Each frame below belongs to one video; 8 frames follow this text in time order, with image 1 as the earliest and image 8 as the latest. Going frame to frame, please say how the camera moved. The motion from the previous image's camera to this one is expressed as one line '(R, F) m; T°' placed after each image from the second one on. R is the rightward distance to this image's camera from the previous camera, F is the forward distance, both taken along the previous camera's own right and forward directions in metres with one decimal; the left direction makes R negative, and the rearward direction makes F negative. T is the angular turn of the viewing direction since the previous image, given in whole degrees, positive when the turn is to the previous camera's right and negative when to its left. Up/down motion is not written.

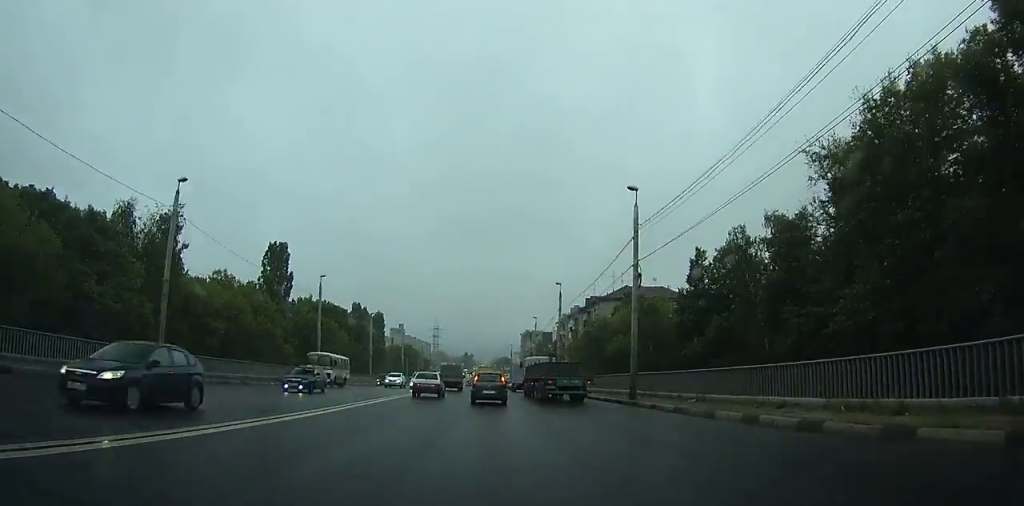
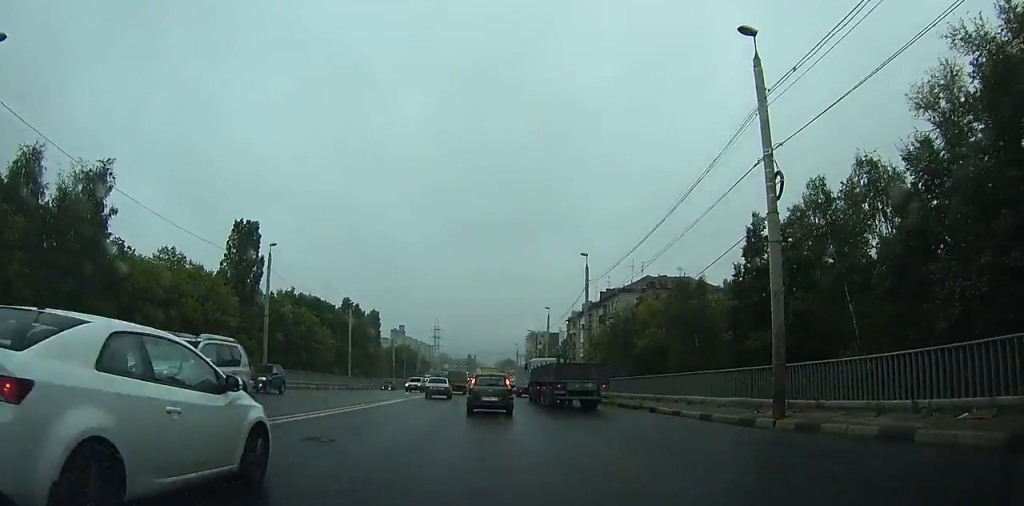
(0.0, +16.8) m; 0°
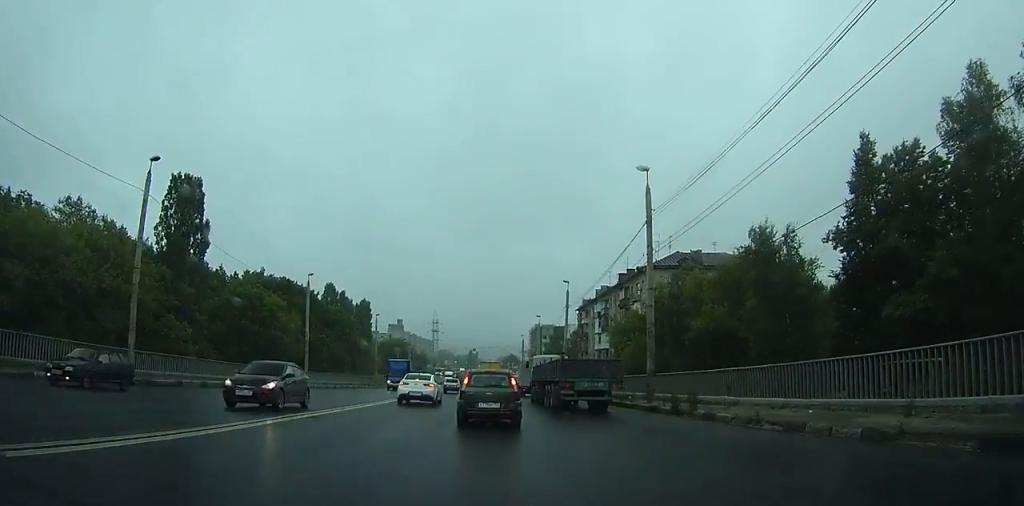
(0.0, +23.0) m; -1°
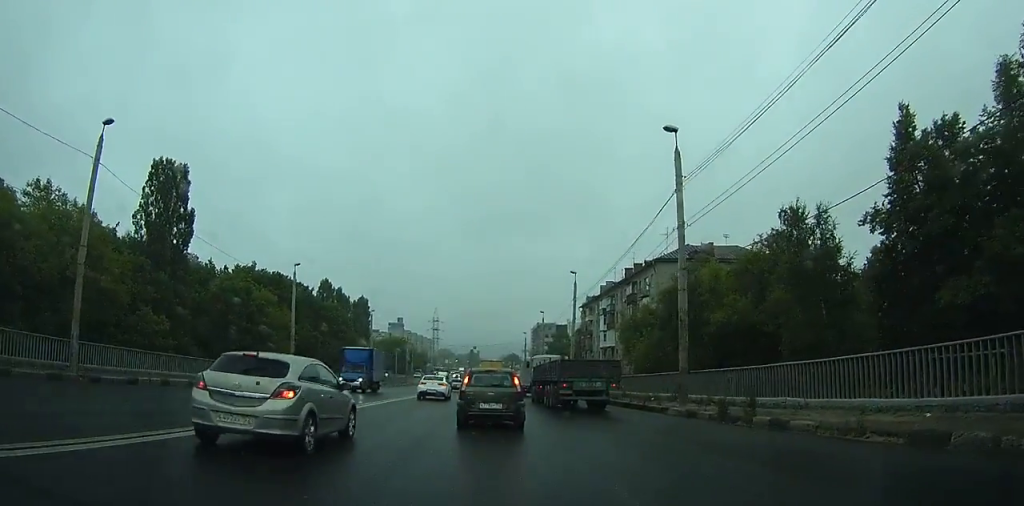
(-0.1, +5.8) m; -1°
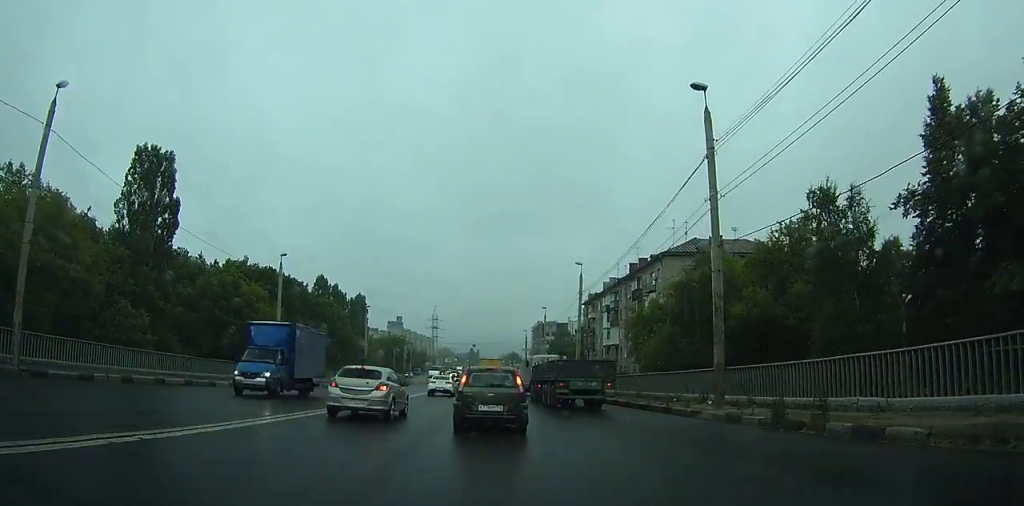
(-0.1, +4.9) m; -1°
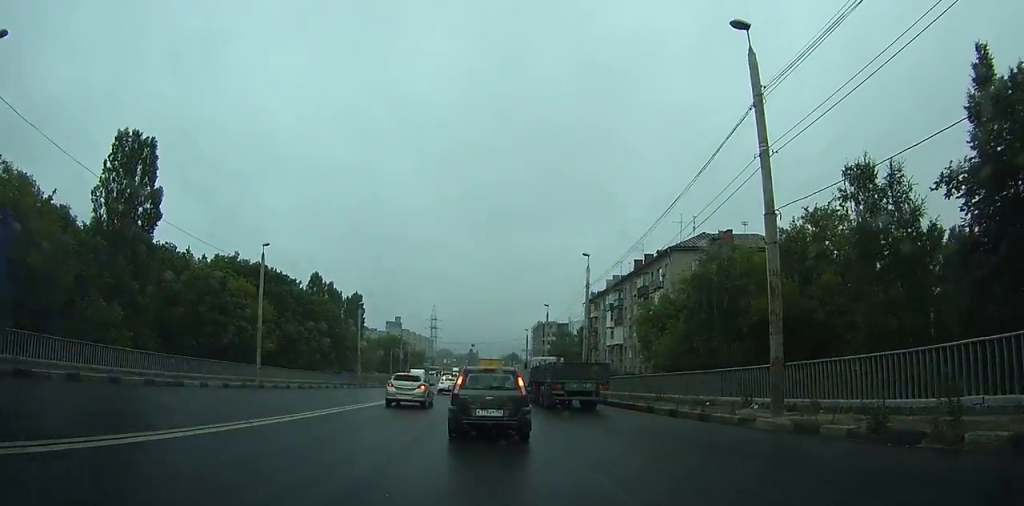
(0.0, +5.2) m; 0°
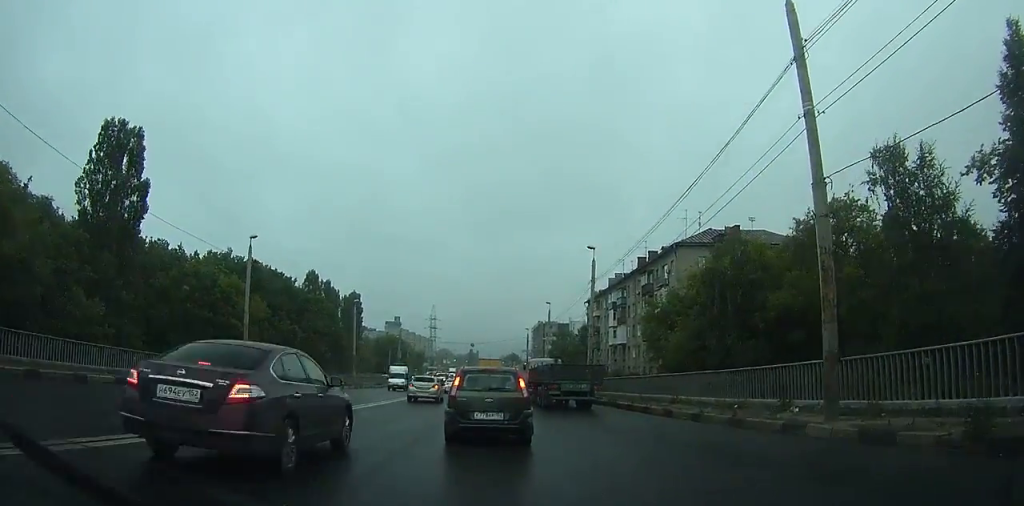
(0.0, +3.7) m; 0°
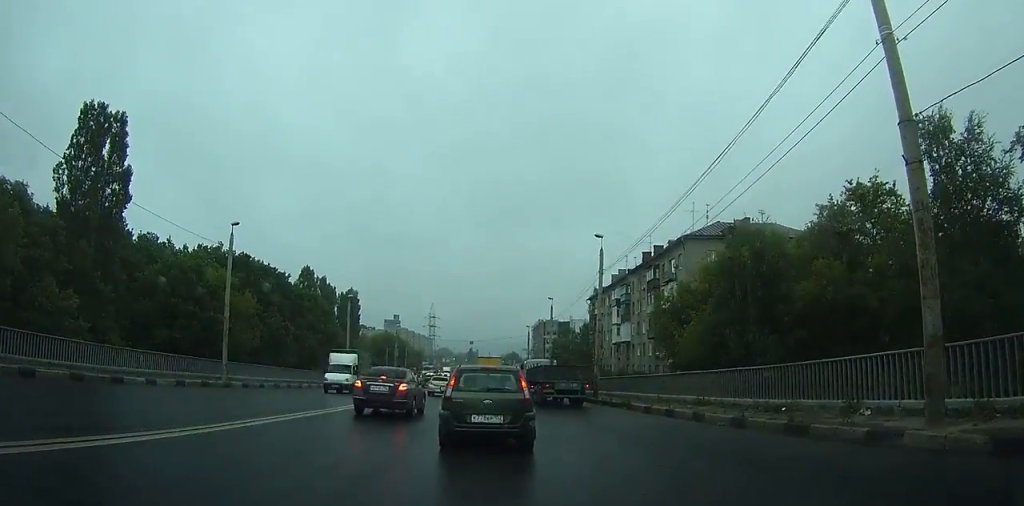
(0.0, +4.3) m; +1°
